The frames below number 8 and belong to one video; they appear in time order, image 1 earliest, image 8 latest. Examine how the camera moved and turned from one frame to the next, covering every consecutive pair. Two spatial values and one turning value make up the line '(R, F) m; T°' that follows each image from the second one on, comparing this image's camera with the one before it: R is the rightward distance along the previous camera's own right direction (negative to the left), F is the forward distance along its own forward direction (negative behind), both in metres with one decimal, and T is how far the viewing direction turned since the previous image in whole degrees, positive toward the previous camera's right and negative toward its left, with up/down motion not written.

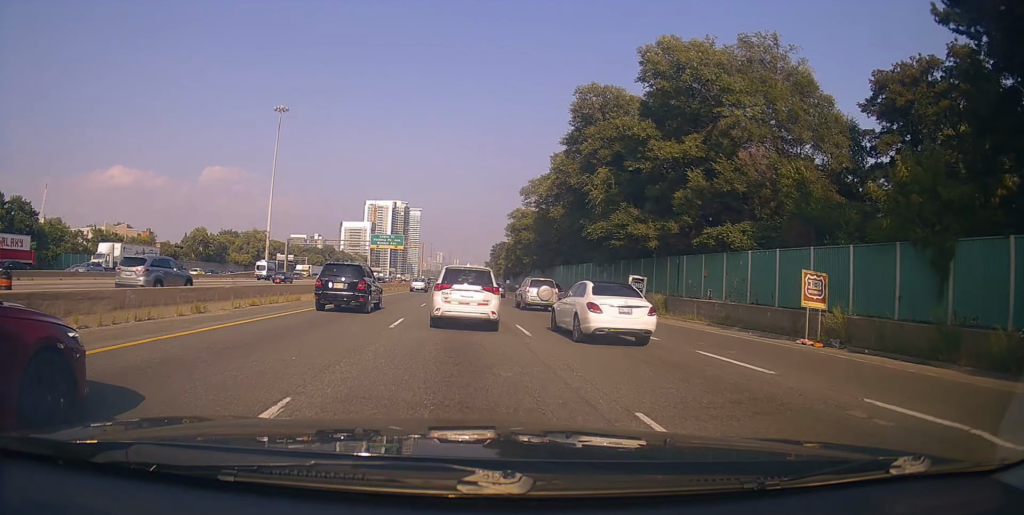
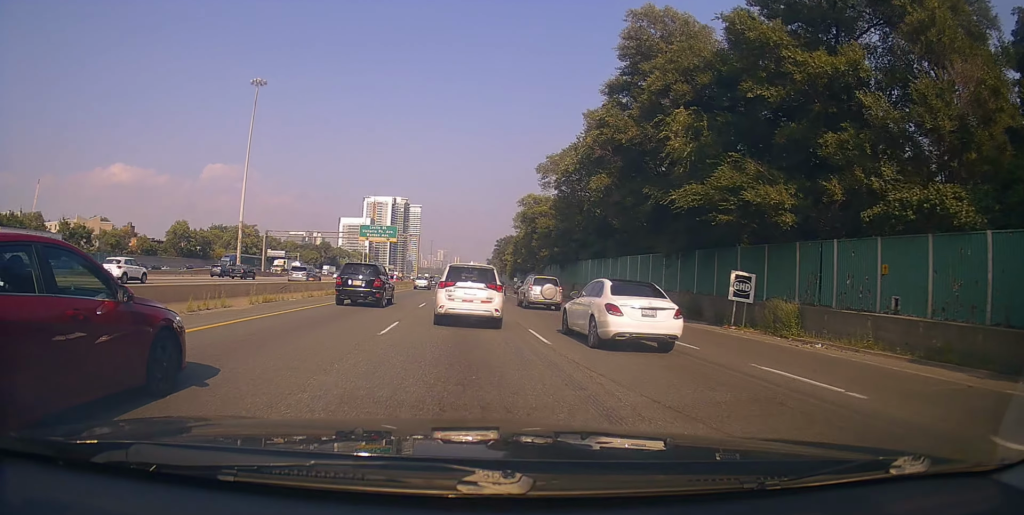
(-0.6, +13.7) m; -3°
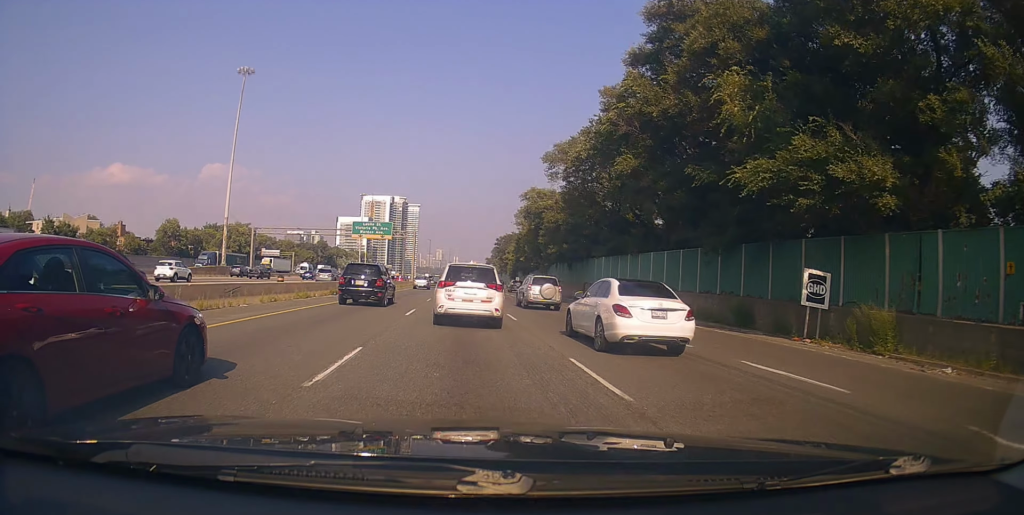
(-0.1, +5.6) m; 0°
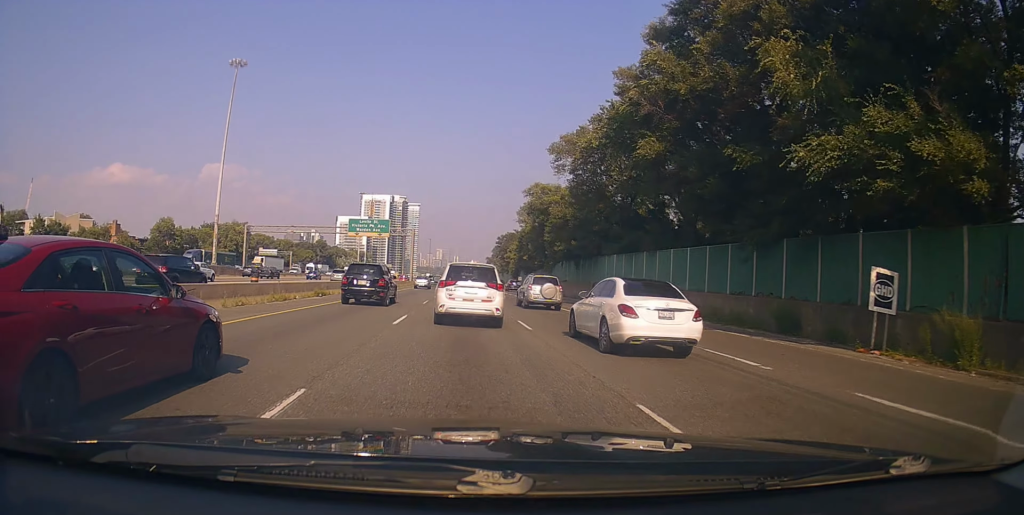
(0.0, +3.7) m; +1°
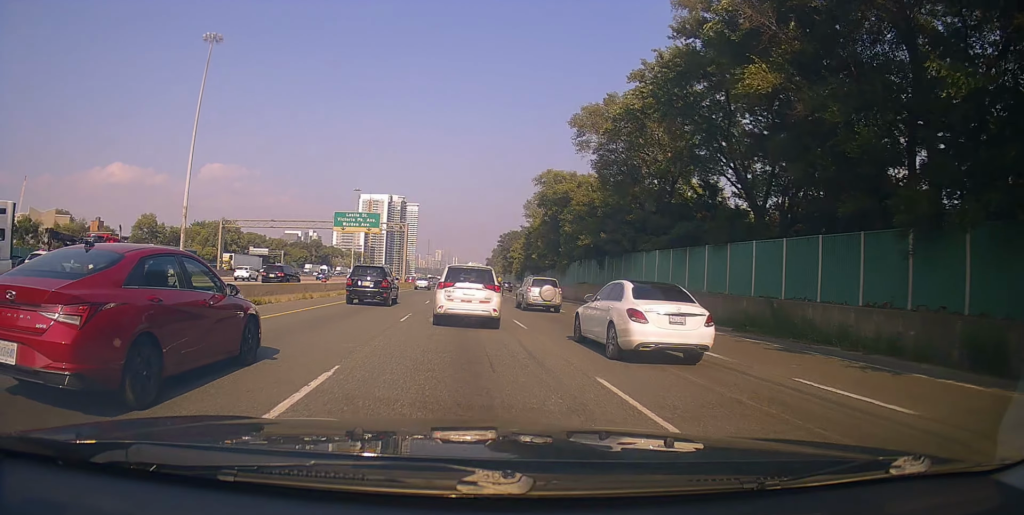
(+0.4, +10.5) m; +3°
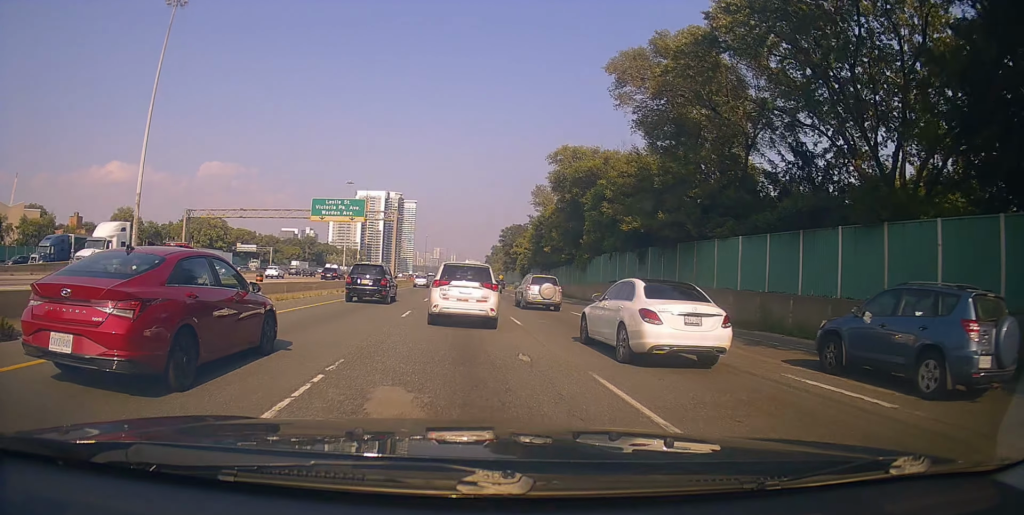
(-0.5, +11.4) m; -2°
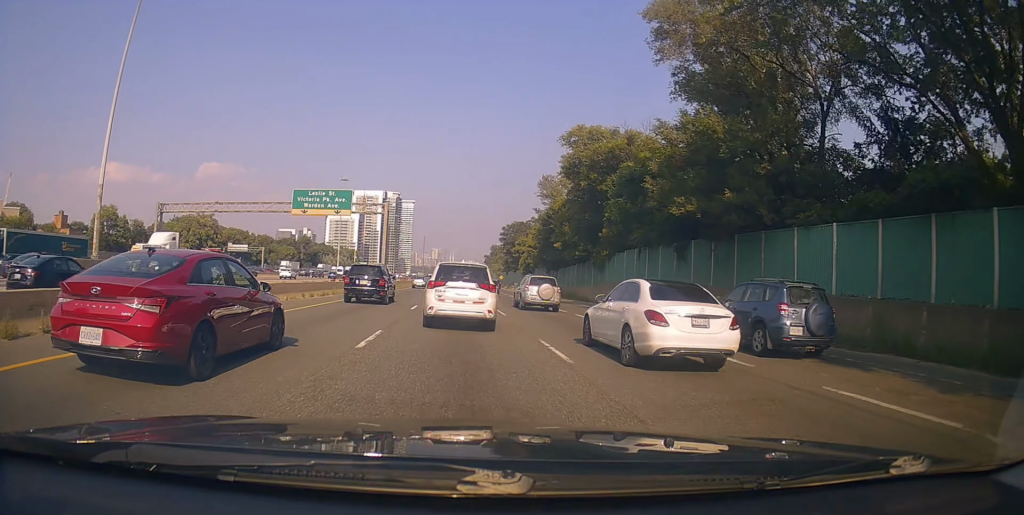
(+0.2, +7.5) m; +2°
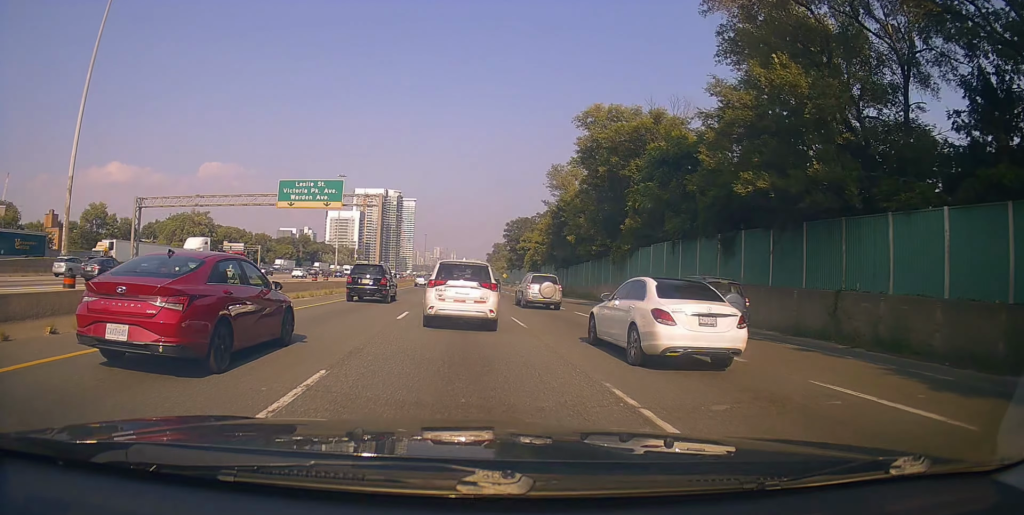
(+0.4, +5.8) m; 0°
